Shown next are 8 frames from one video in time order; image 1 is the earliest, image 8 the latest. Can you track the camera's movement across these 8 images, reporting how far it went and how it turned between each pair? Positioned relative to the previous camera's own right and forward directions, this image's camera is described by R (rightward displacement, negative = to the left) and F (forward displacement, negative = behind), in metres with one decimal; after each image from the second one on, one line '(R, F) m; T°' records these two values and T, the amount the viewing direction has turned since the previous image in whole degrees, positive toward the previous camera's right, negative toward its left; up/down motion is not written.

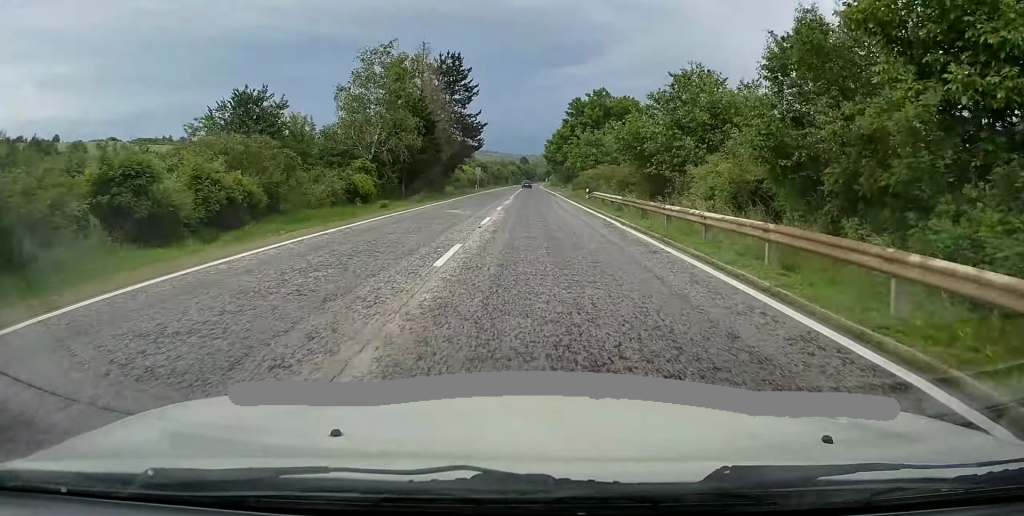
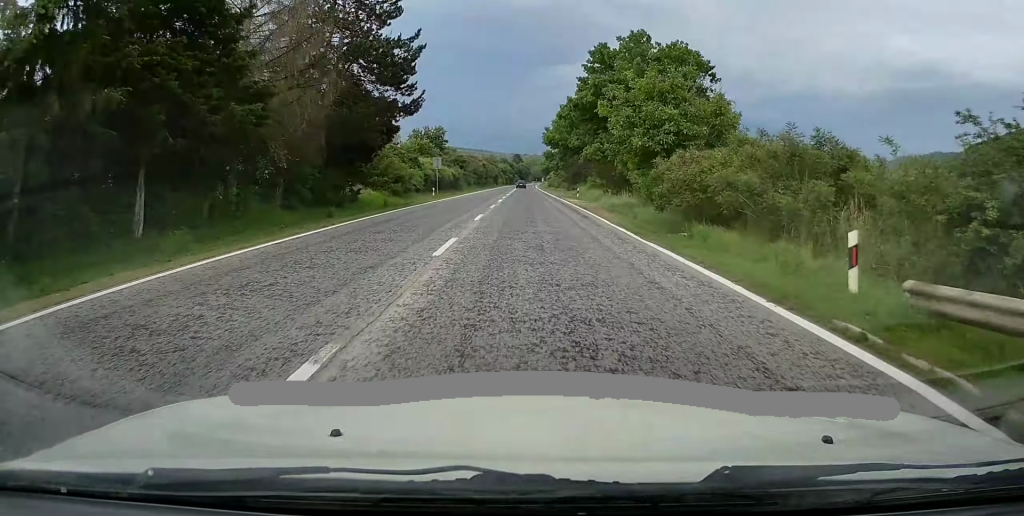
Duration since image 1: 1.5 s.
(+0.1, +34.9) m; 0°
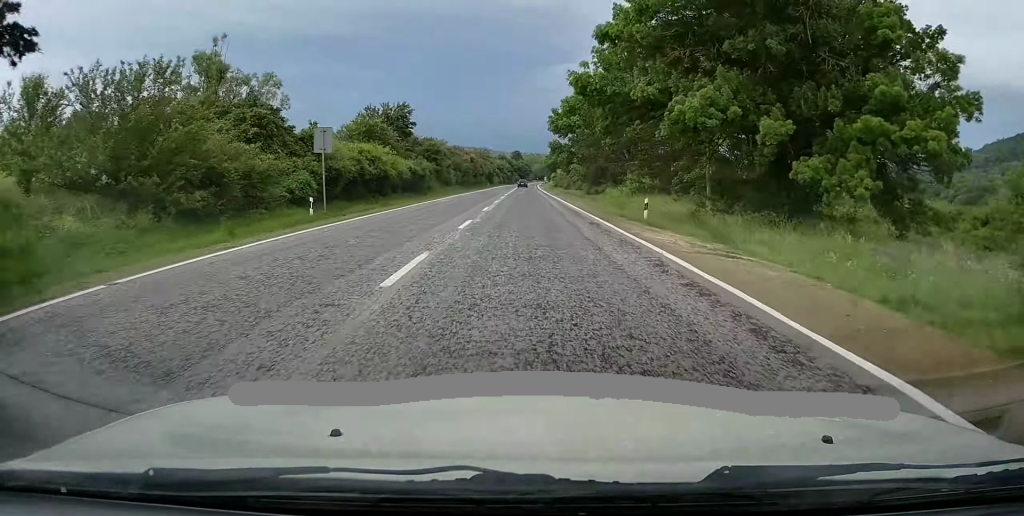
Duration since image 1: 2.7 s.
(+0.1, +29.8) m; 0°
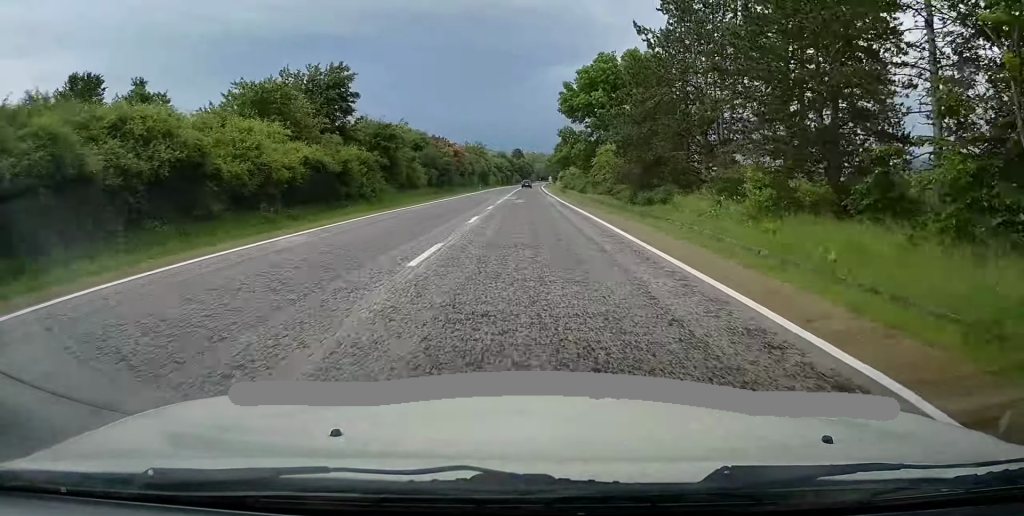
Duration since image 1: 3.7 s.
(0.0, +25.3) m; 0°
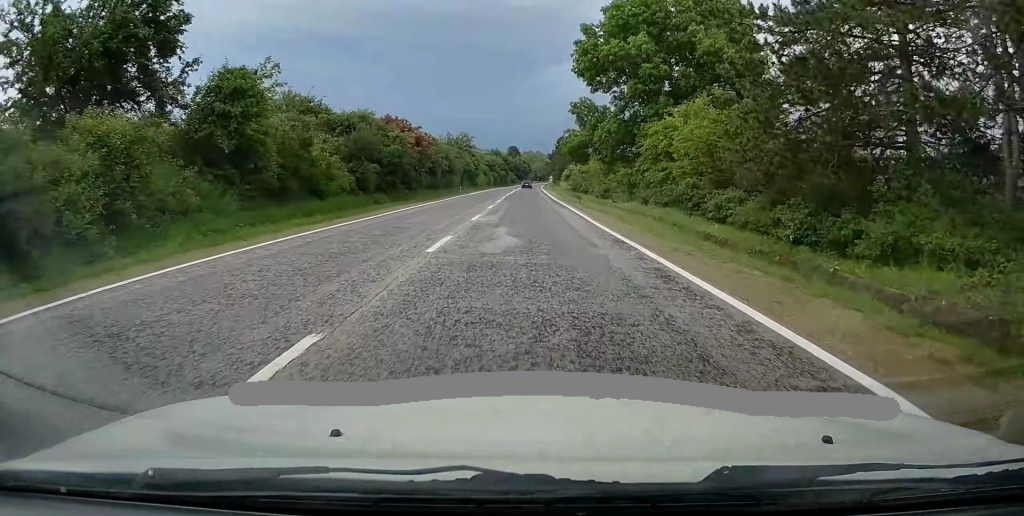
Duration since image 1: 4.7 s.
(-0.1, +24.6) m; 0°
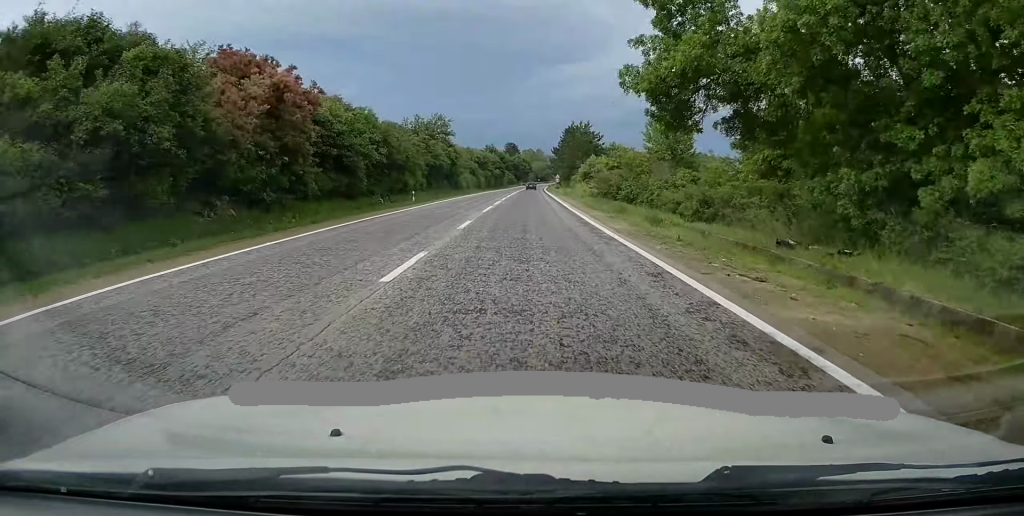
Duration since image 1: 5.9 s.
(+0.1, +30.1) m; 0°
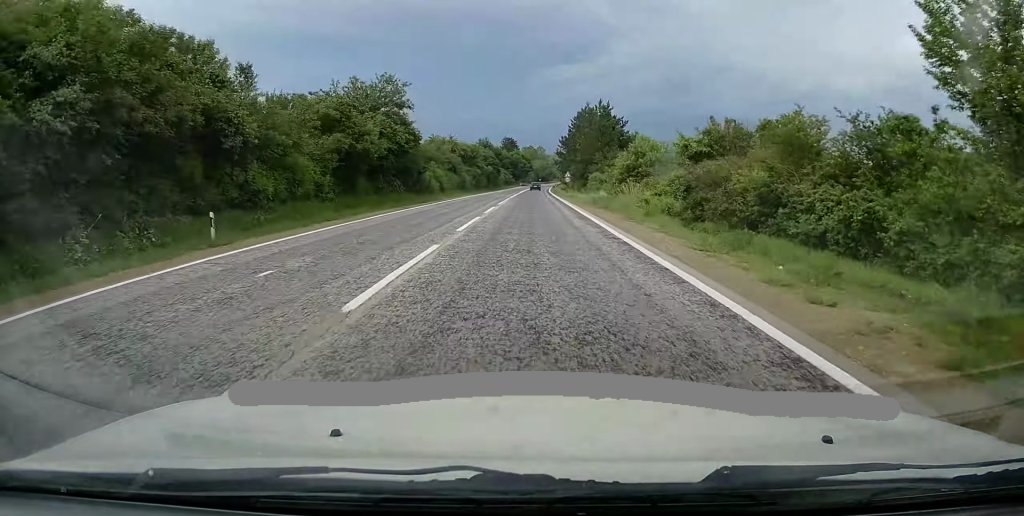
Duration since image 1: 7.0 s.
(-0.1, +28.0) m; 0°
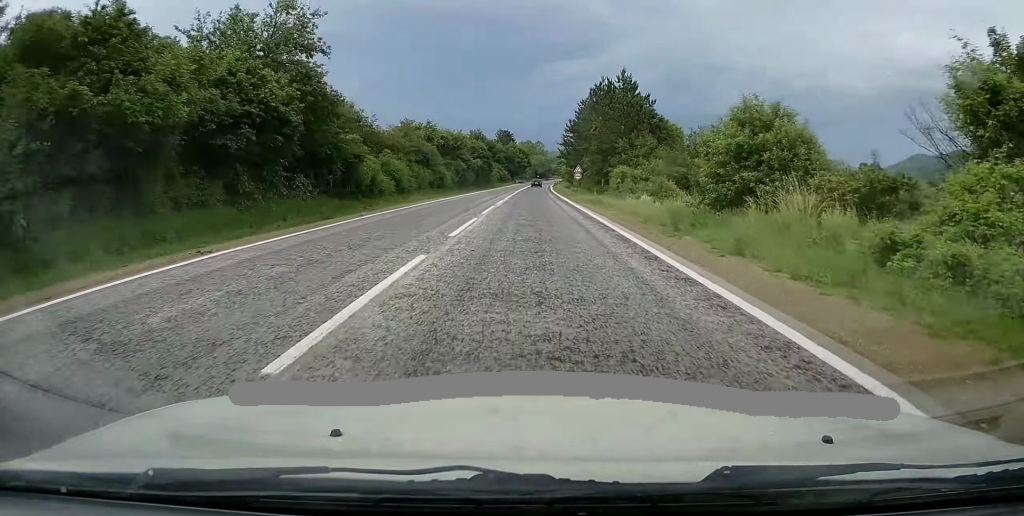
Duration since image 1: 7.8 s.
(+0.2, +20.5) m; +1°
